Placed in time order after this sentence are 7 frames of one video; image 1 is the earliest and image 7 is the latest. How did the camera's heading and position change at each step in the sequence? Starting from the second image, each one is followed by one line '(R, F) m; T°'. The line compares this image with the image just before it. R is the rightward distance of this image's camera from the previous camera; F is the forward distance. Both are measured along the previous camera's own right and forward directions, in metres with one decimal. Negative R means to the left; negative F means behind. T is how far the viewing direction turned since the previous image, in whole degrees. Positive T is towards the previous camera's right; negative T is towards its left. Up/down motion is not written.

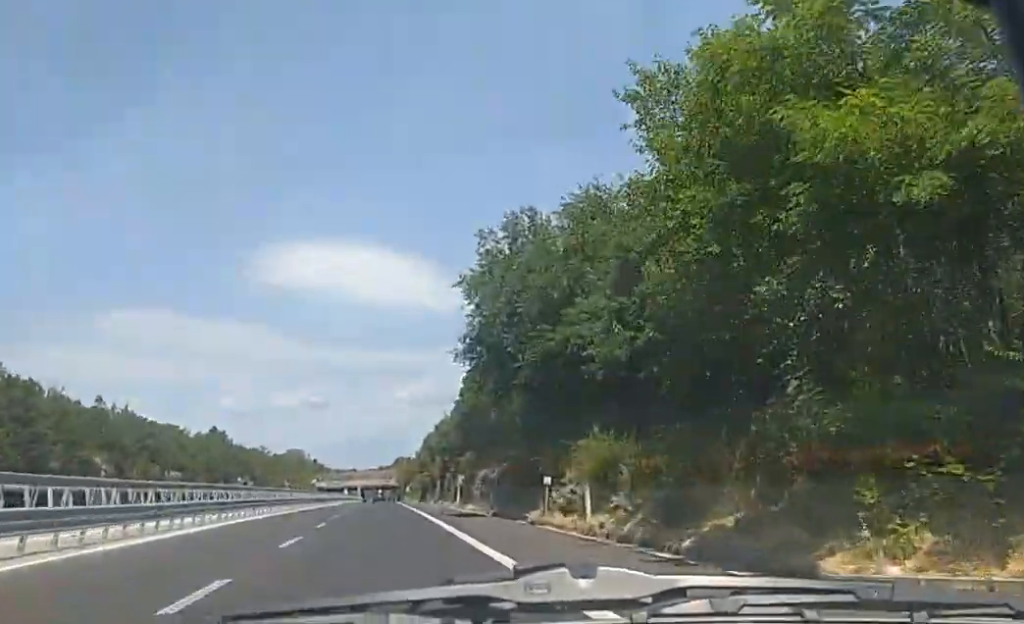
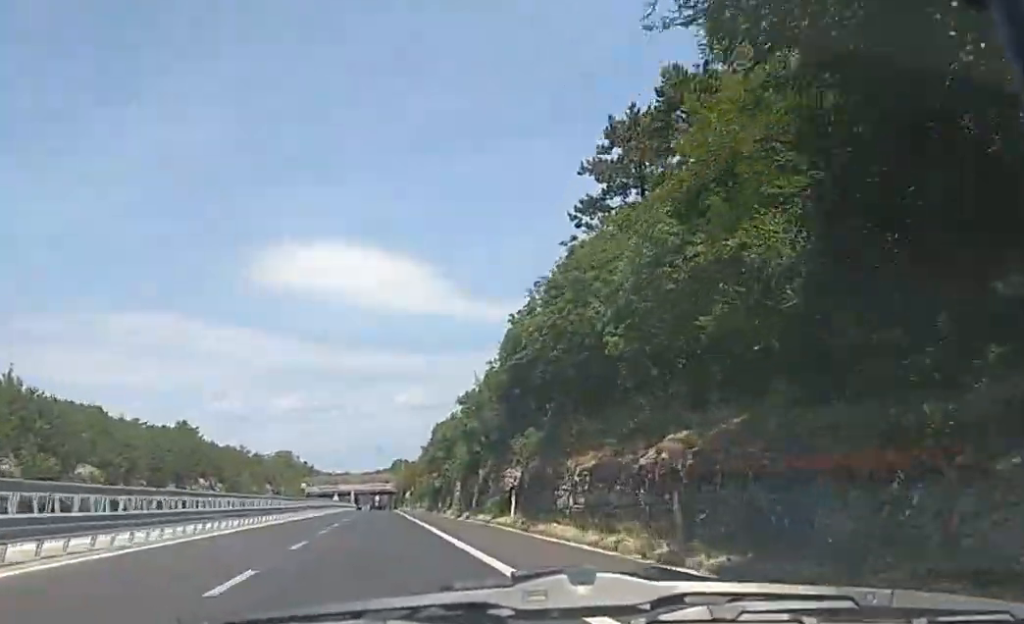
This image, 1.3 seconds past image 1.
(+0.2, +33.0) m; 0°
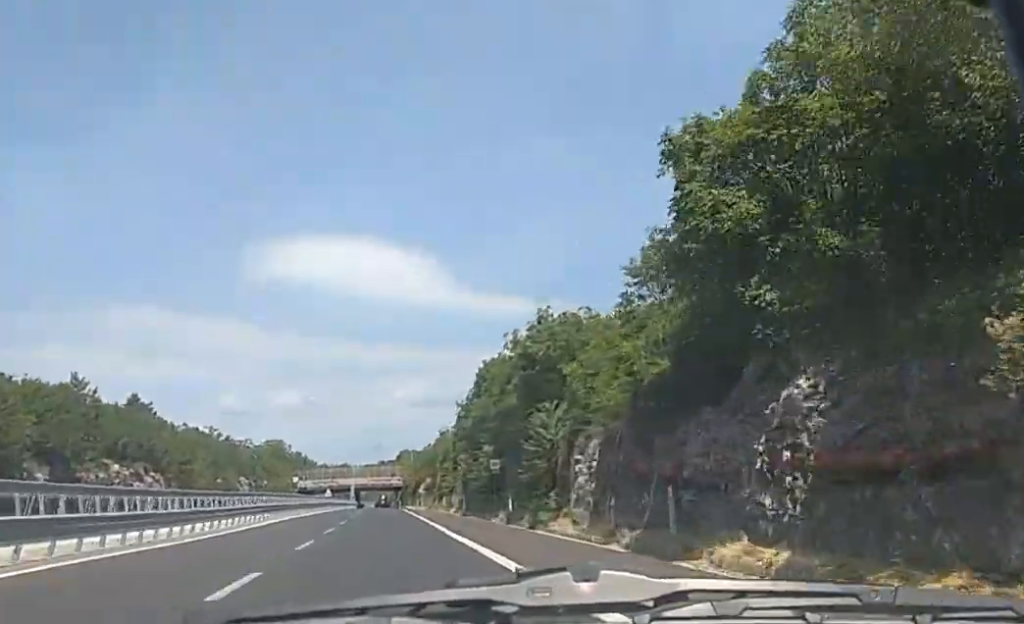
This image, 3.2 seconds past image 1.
(-0.6, +49.8) m; -1°
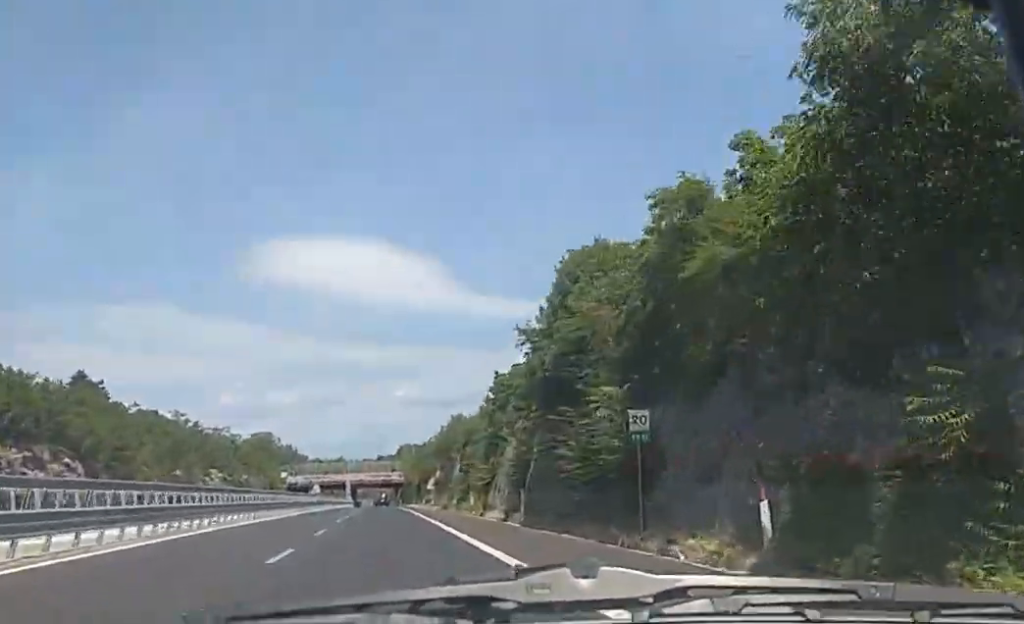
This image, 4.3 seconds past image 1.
(0.0, +29.4) m; +1°
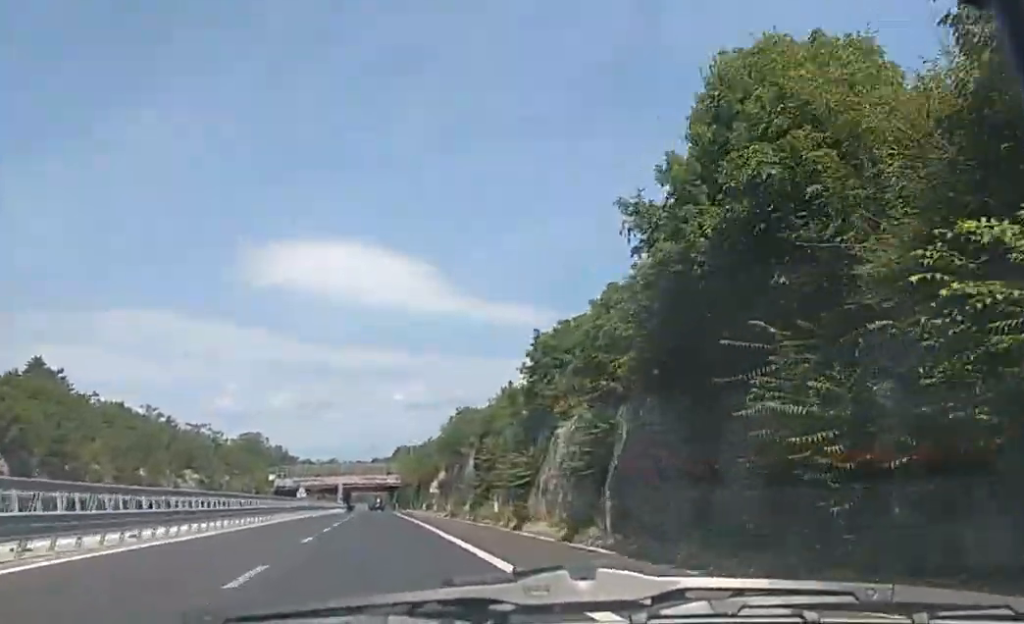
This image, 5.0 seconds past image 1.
(+0.1, +16.2) m; +2°
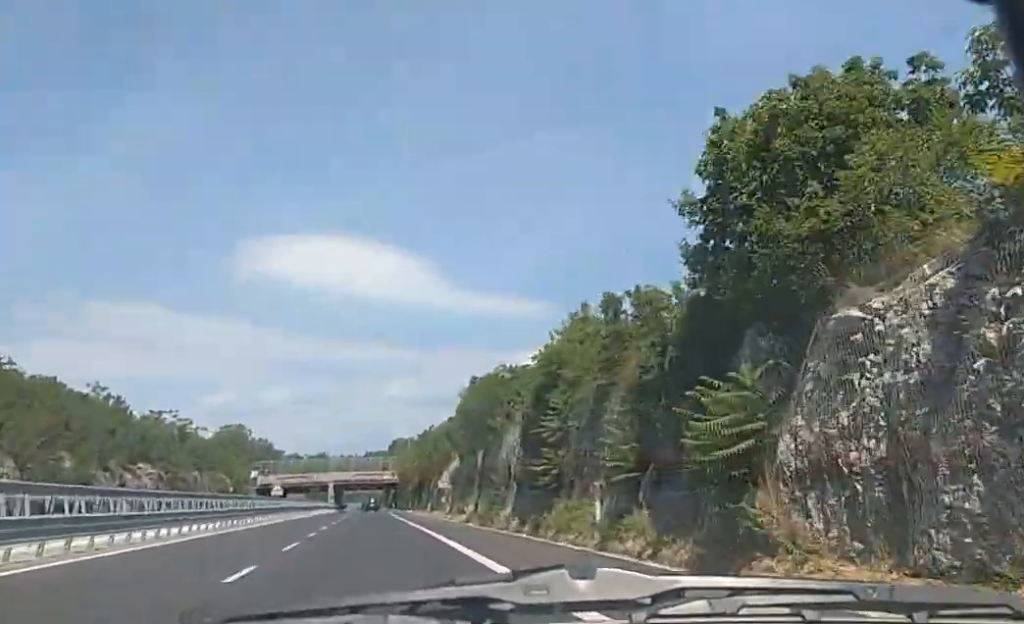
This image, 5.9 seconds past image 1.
(+0.6, +23.7) m; +1°
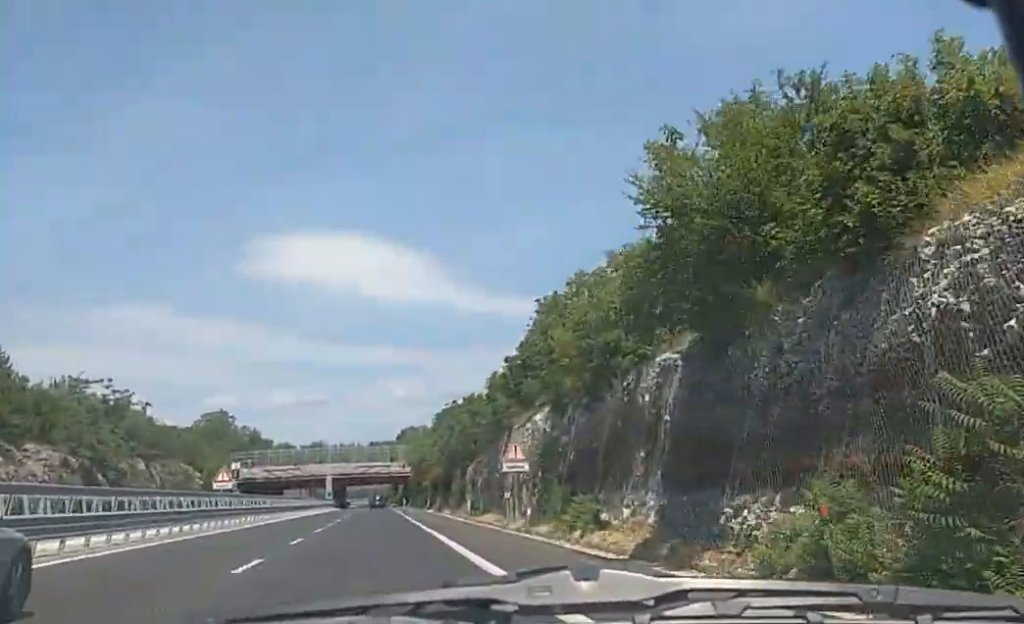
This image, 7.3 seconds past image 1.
(-1.0, +38.2) m; -4°
